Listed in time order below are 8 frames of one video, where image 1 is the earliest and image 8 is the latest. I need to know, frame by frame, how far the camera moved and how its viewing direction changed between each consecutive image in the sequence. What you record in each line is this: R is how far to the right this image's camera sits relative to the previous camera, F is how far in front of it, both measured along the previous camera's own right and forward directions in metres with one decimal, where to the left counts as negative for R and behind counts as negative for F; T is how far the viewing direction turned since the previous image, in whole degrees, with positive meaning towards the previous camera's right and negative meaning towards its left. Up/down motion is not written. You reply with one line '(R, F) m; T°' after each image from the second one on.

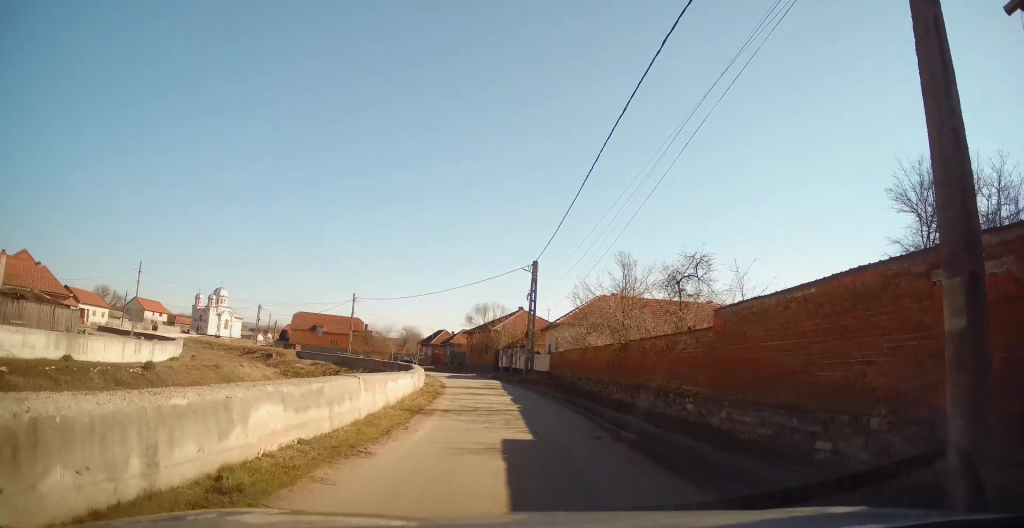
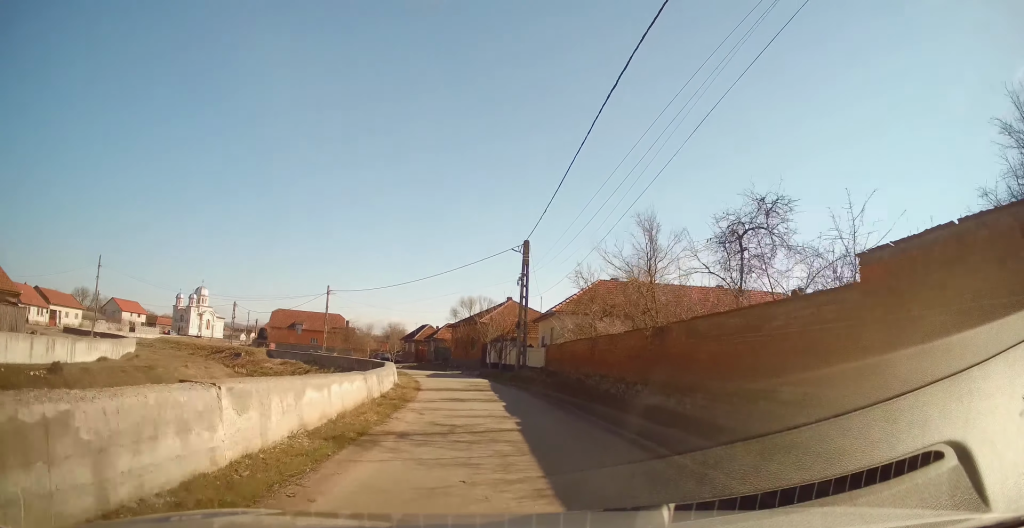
(0.0, +4.5) m; 0°
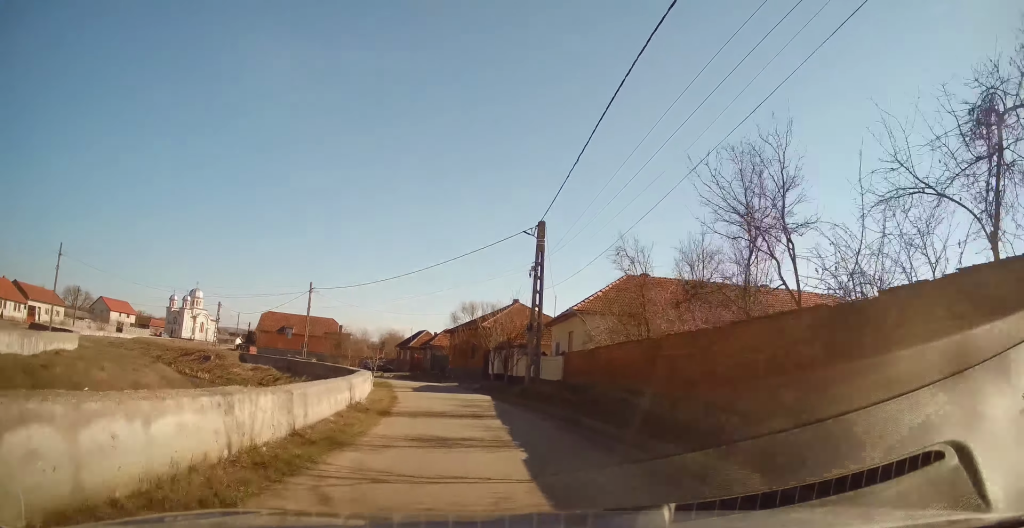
(0.0, +6.6) m; 0°
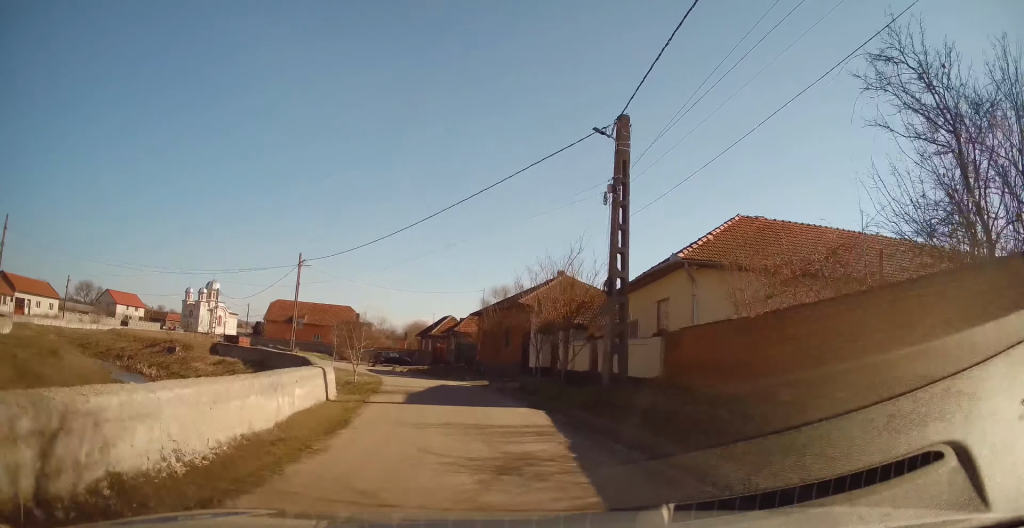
(+0.1, +9.7) m; -3°
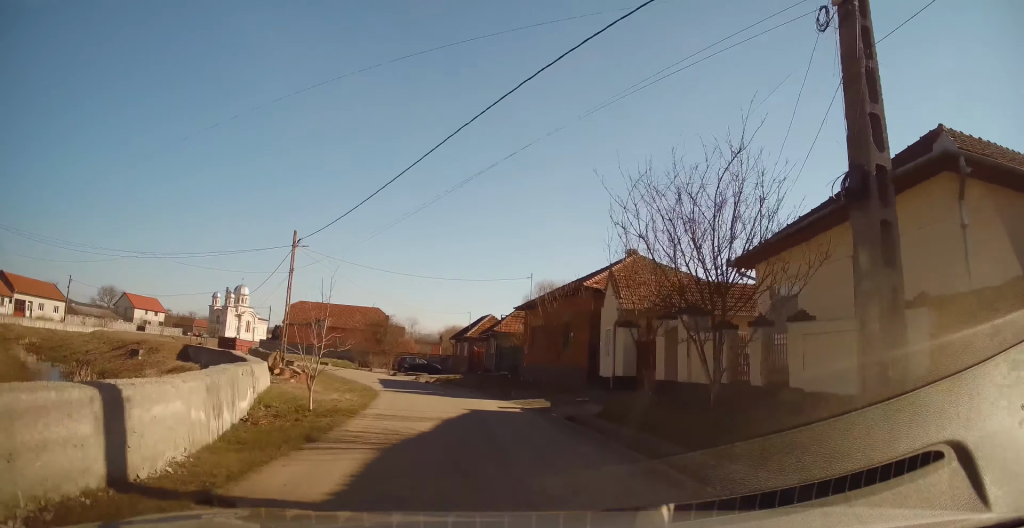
(-0.5, +8.7) m; -4°
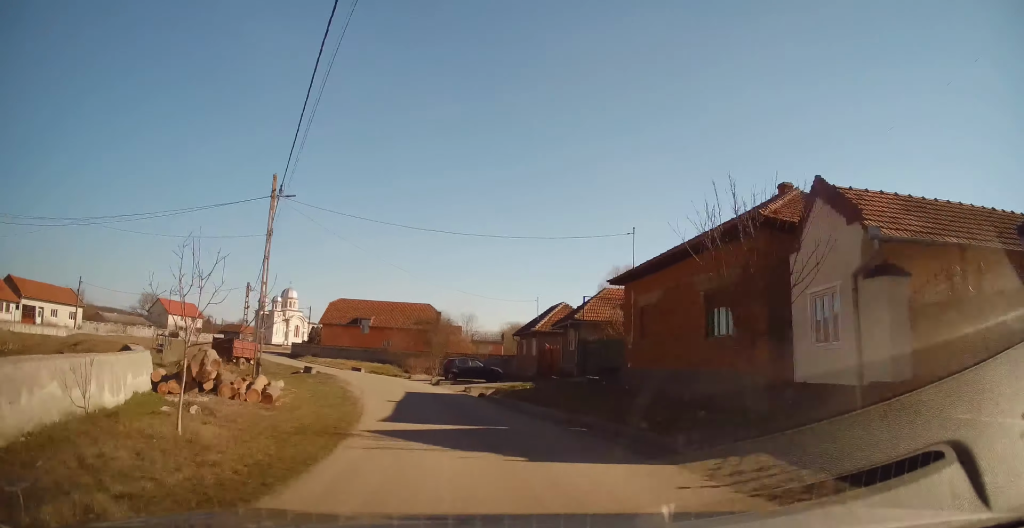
(-0.2, +11.2) m; -3°
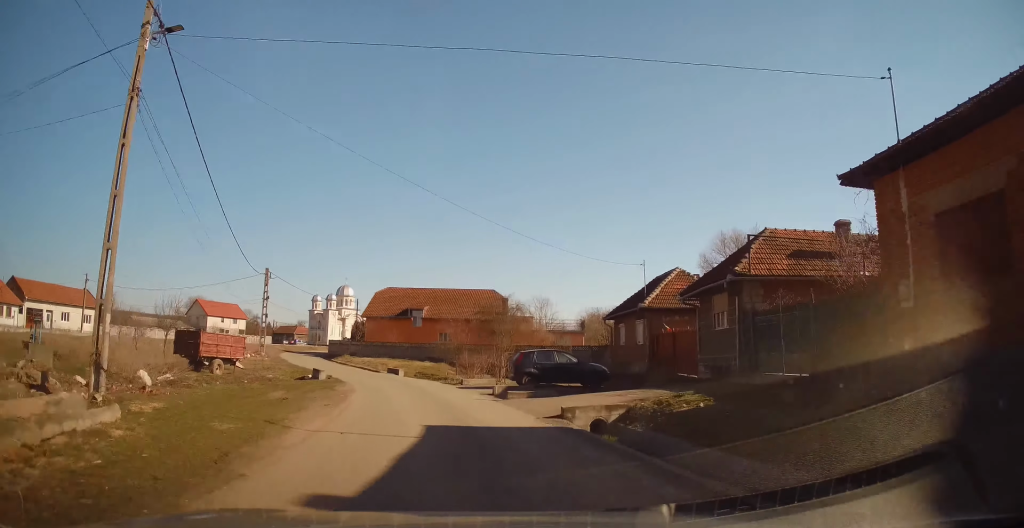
(-0.4, +12.0) m; -5°
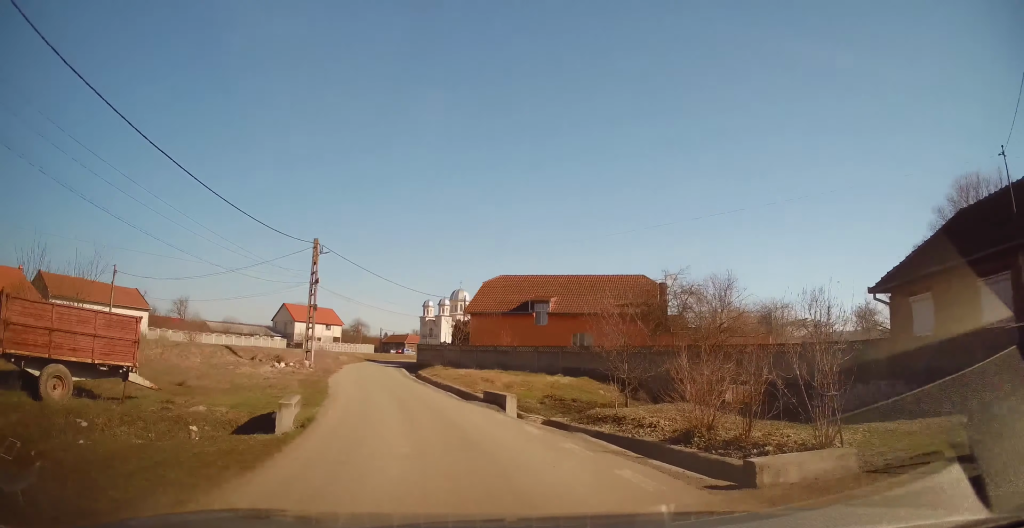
(-1.8, +16.2) m; -15°
